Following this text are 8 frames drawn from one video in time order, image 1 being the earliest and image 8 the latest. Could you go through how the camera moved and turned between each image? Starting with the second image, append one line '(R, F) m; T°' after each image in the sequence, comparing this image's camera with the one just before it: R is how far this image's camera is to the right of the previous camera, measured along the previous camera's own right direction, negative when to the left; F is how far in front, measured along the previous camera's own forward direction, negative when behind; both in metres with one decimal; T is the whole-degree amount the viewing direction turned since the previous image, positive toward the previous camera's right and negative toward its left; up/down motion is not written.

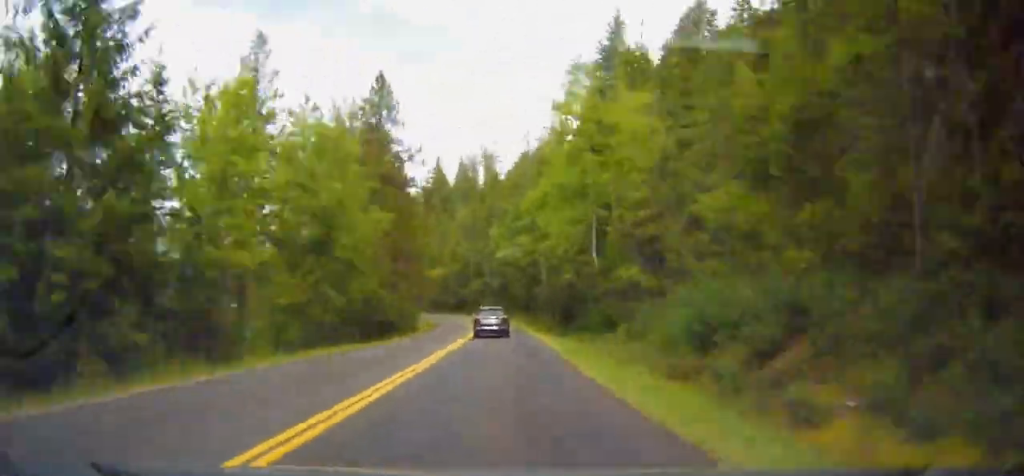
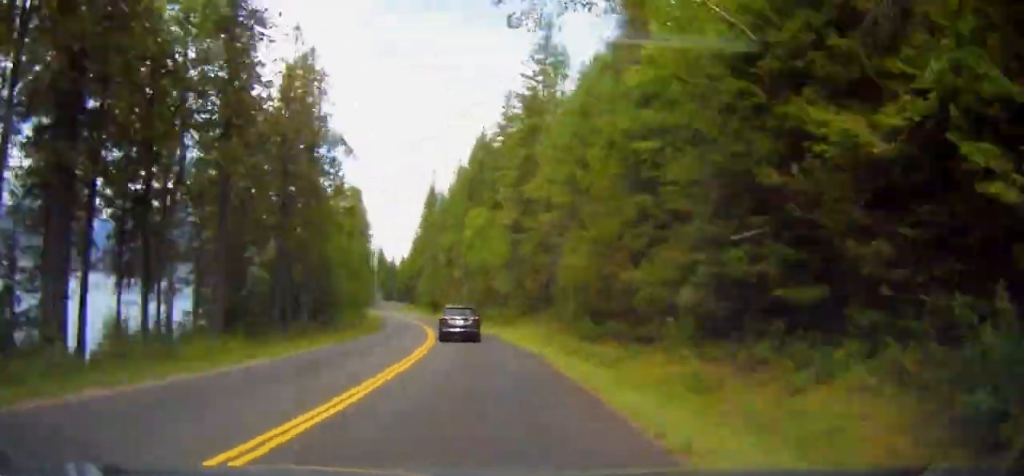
(-14.4, +102.2) m; -11°
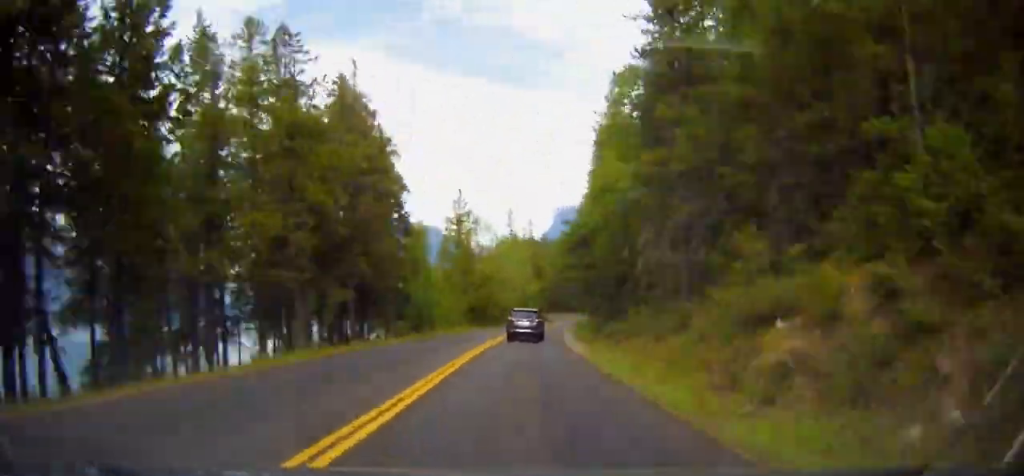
(+28.3, +368.2) m; +16°
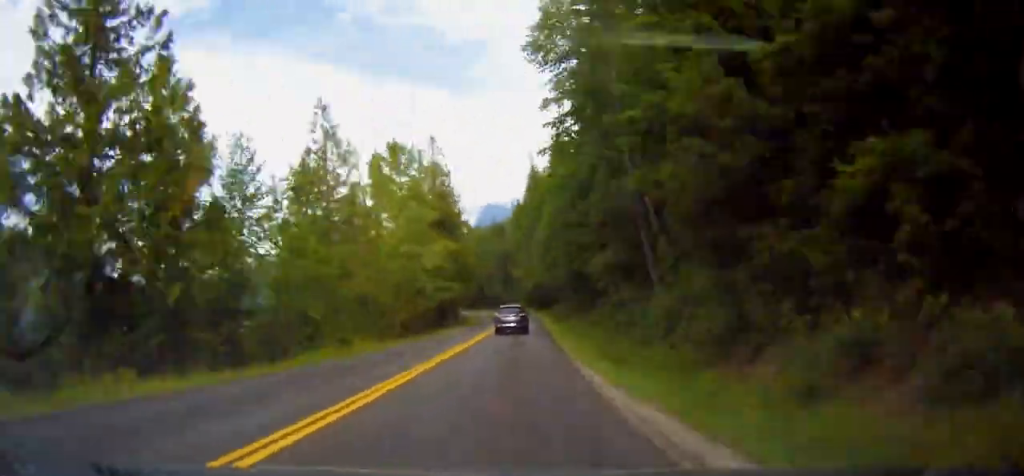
(+3.2, +64.1) m; +1°
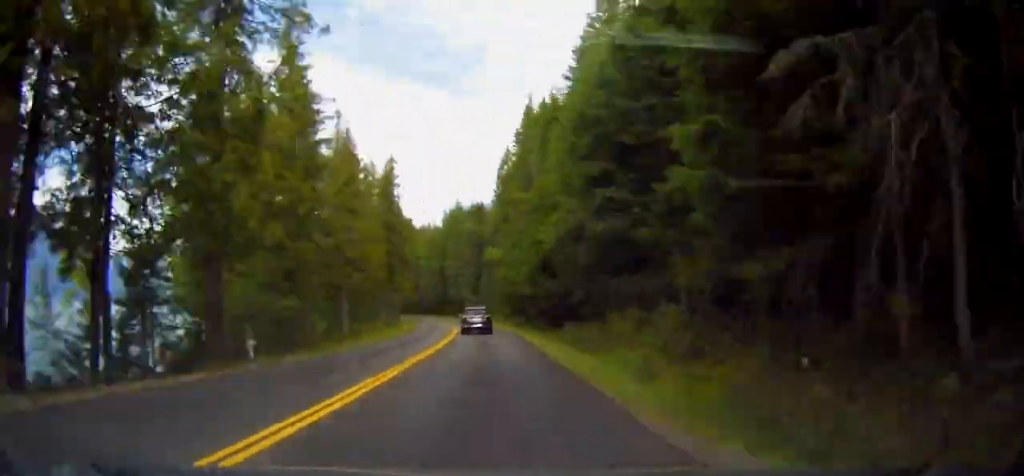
(-0.5, +60.1) m; -3°
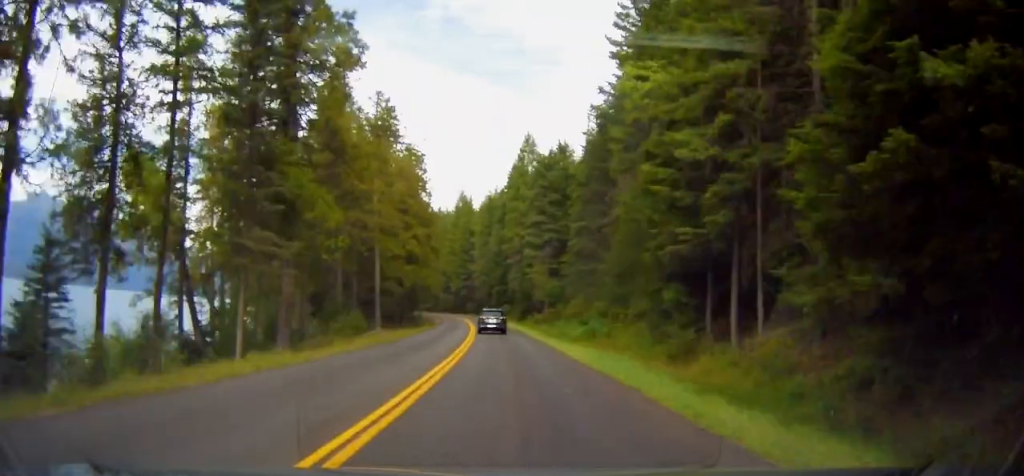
(+2.3, +60.2) m; -4°
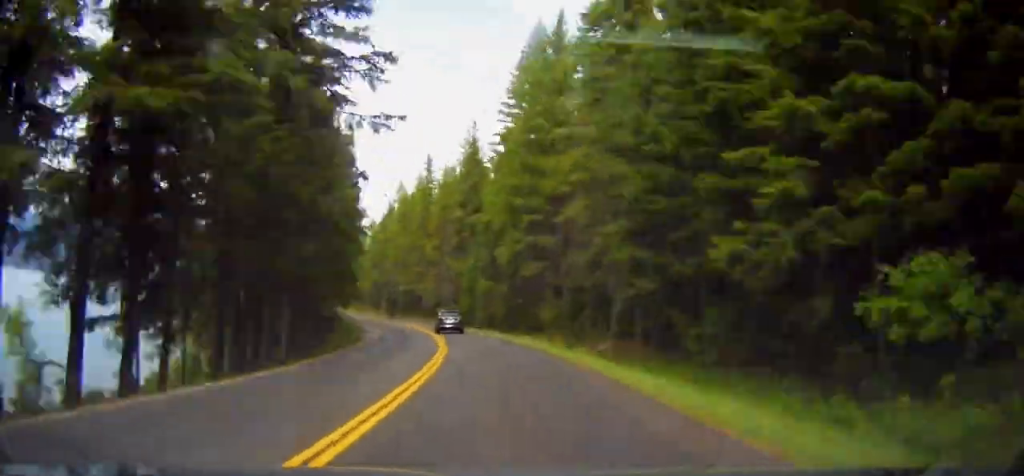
(-10.7, +94.7) m; -10°
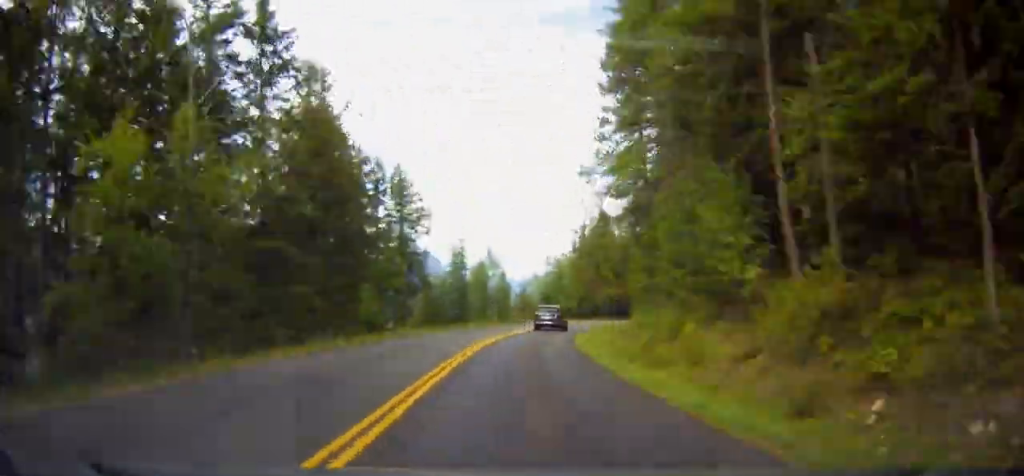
(-17.0, +143.2) m; +1°
